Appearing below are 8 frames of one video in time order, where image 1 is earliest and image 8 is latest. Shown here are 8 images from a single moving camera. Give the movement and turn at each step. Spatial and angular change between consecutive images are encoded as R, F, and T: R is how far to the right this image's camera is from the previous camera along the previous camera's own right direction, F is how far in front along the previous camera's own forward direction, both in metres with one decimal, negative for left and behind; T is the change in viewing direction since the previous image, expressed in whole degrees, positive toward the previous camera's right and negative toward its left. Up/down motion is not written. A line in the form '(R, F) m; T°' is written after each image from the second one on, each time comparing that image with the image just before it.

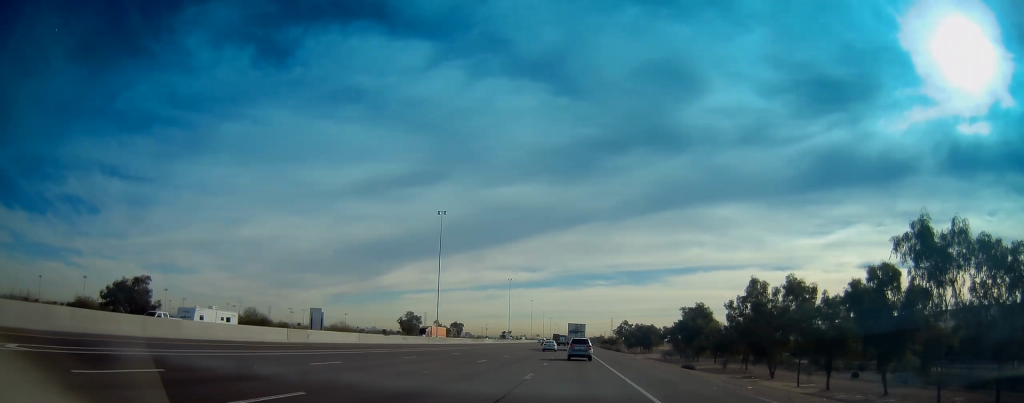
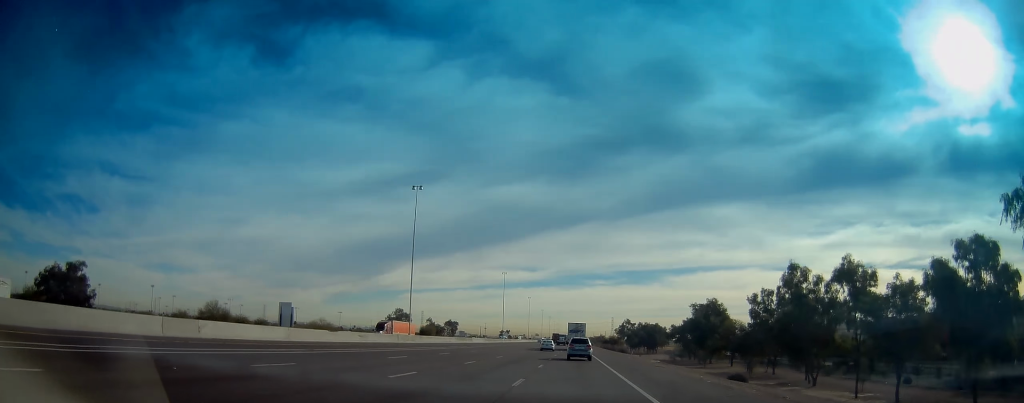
(-0.1, +15.6) m; 0°
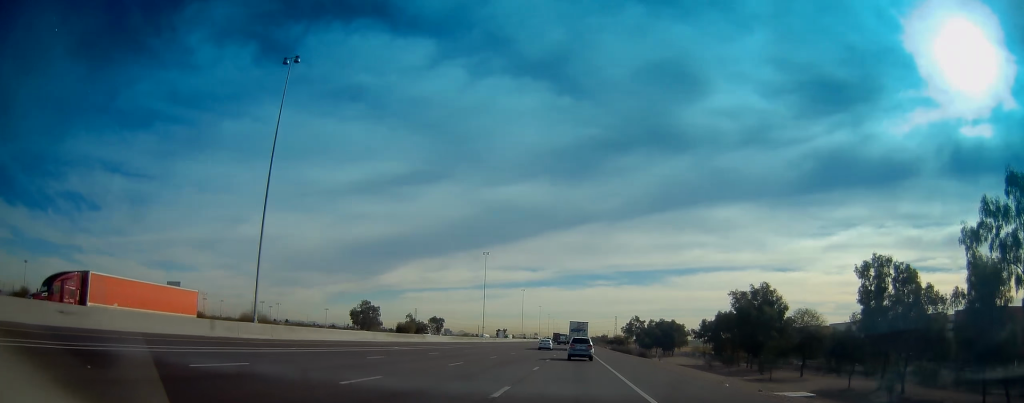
(+0.1, +39.8) m; +1°
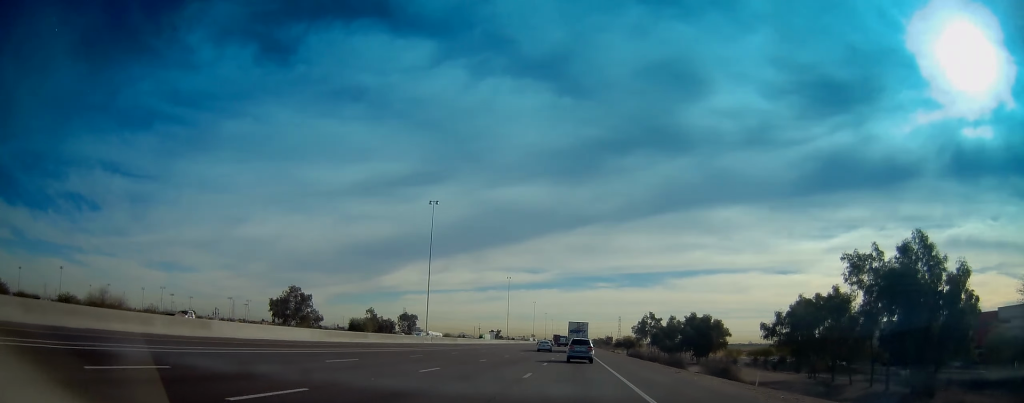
(+0.1, +53.2) m; 0°
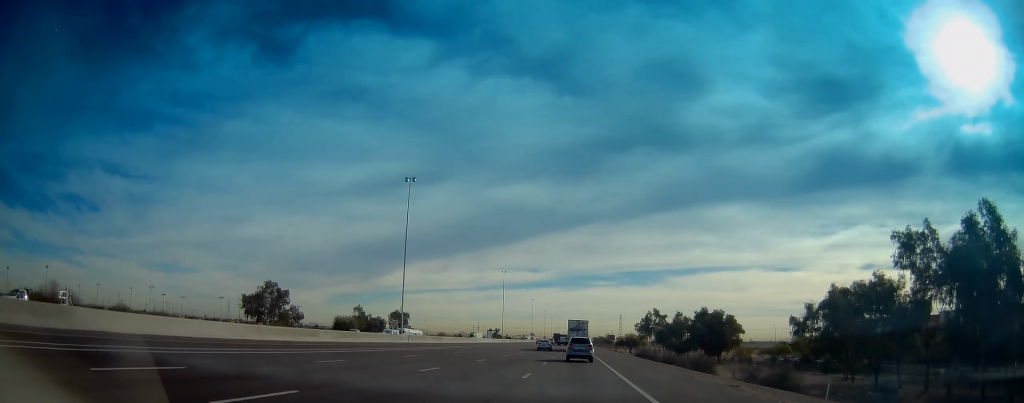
(0.0, +12.6) m; 0°
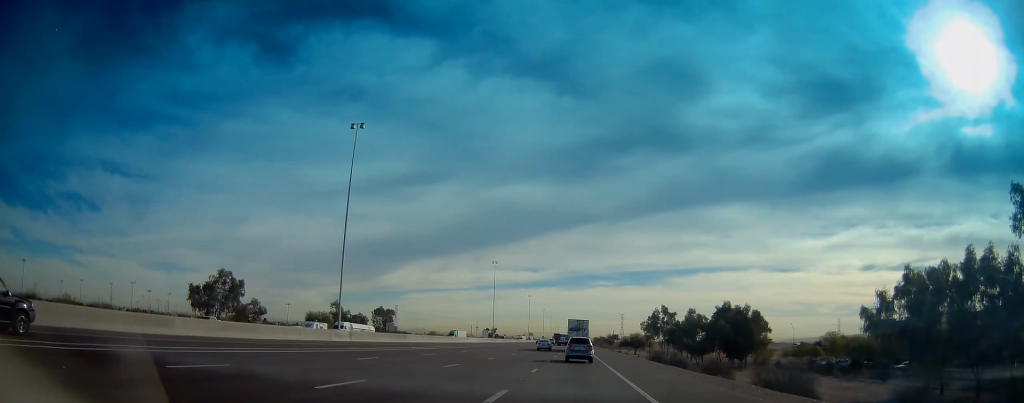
(-0.1, +20.2) m; 0°
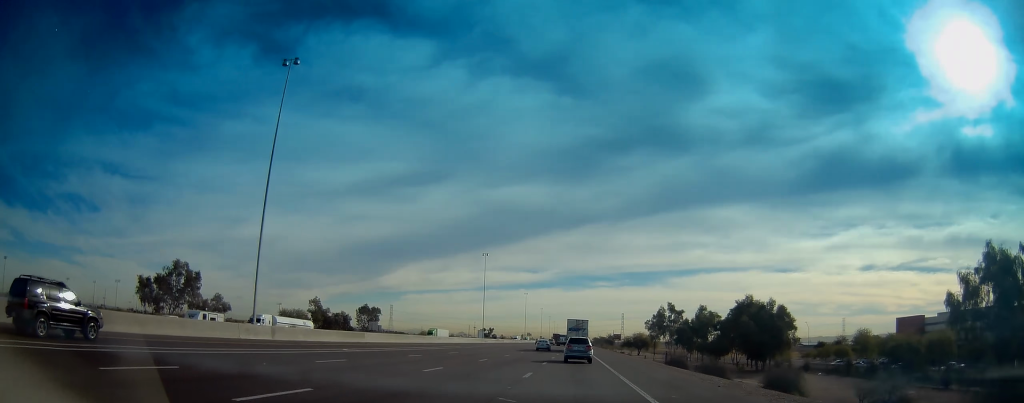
(+0.1, +15.4) m; 0°
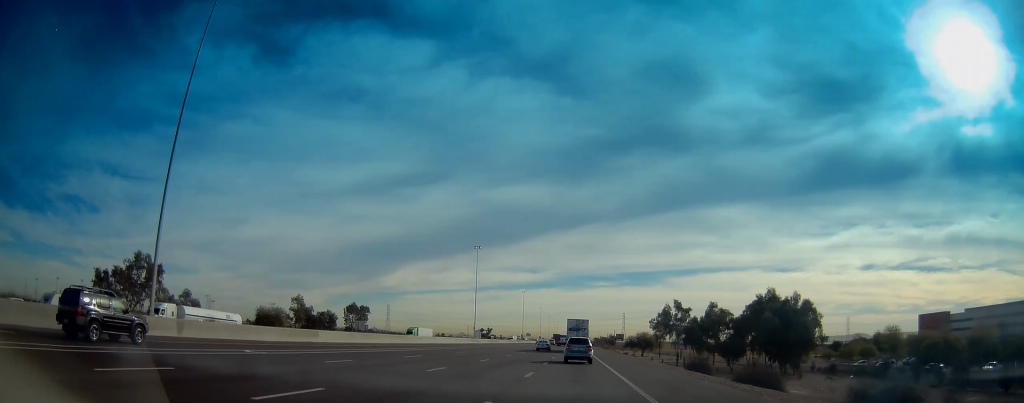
(0.0, +11.5) m; 0°
